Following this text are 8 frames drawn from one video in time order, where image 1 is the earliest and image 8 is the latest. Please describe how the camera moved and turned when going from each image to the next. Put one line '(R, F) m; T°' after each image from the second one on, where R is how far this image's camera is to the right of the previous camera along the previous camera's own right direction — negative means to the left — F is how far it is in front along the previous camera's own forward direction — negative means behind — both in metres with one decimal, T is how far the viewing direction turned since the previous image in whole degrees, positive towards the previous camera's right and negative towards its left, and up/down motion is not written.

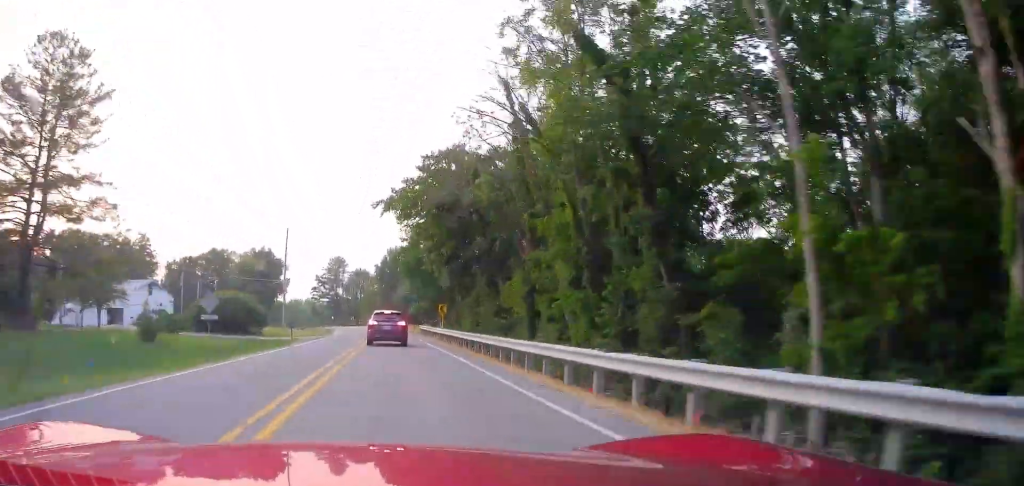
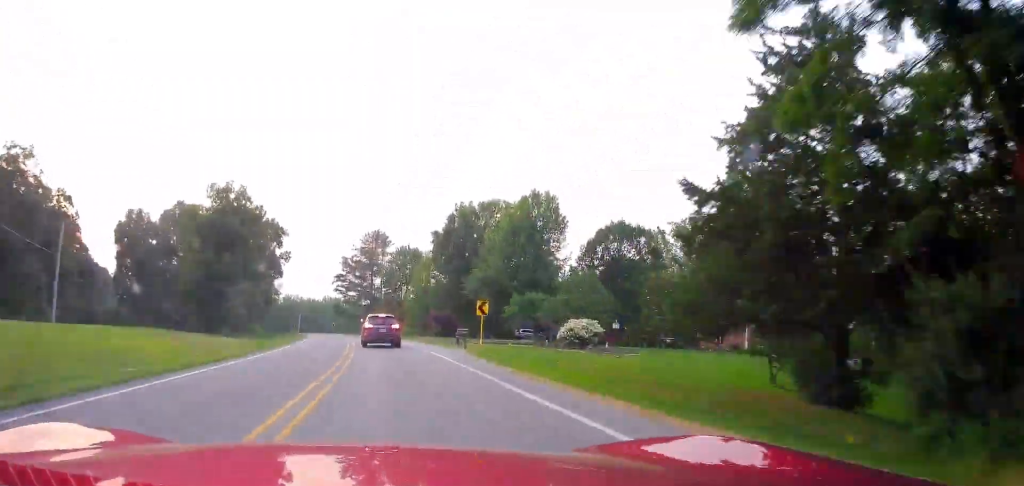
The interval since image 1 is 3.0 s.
(-1.1, +67.7) m; -4°
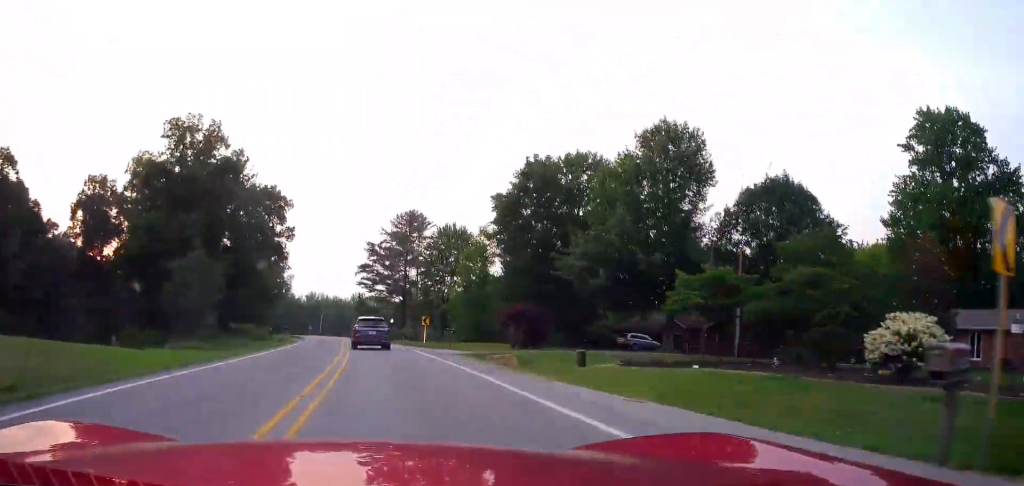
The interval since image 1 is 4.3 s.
(-0.8, +27.9) m; -4°
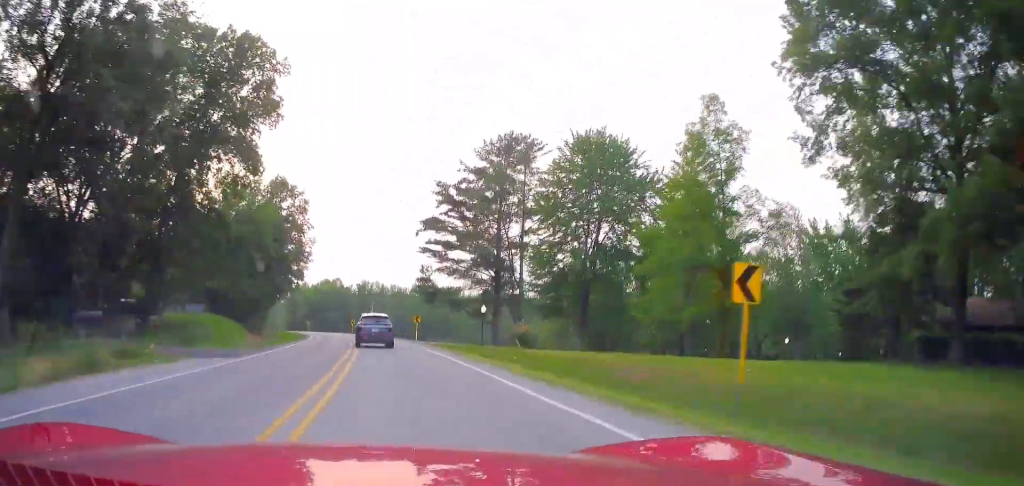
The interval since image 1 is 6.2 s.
(-2.5, +42.4) m; -7°
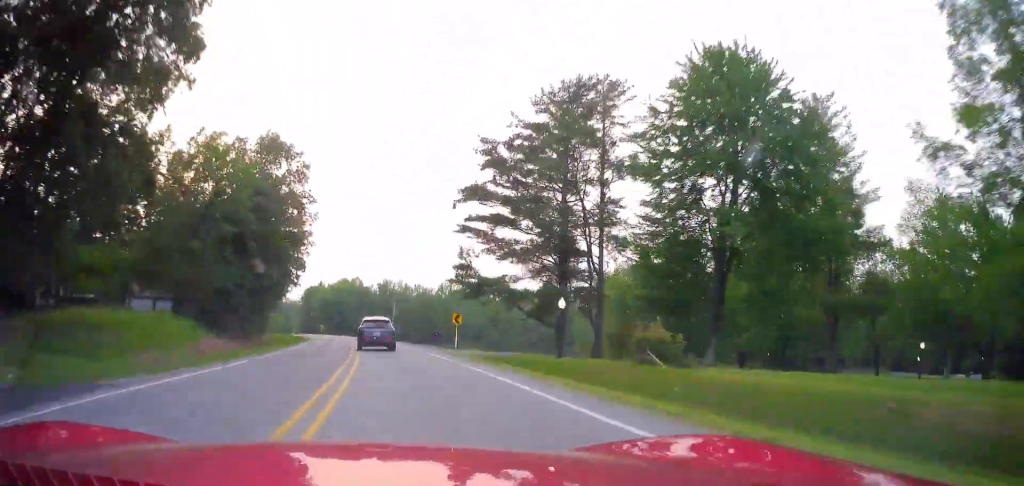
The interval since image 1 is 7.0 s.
(-0.7, +17.7) m; -3°
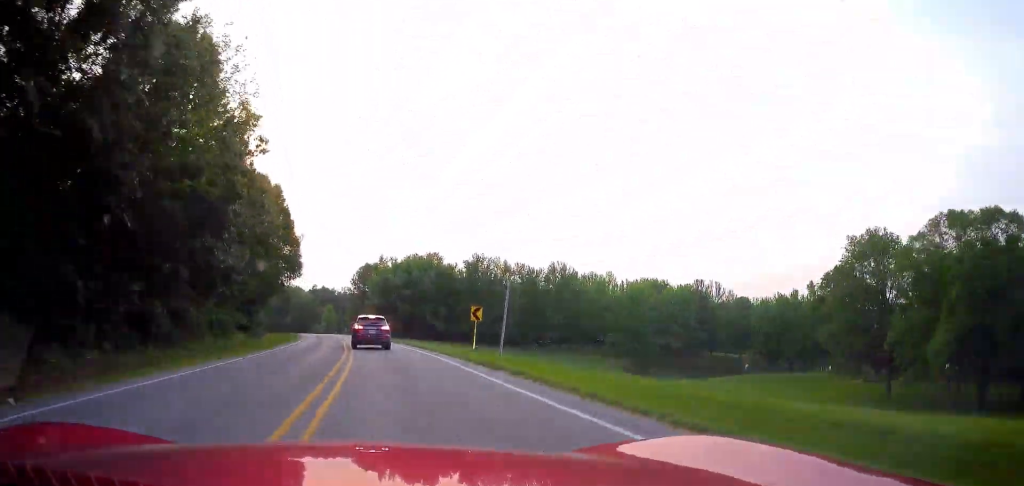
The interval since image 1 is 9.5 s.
(-2.7, +56.7) m; -7°
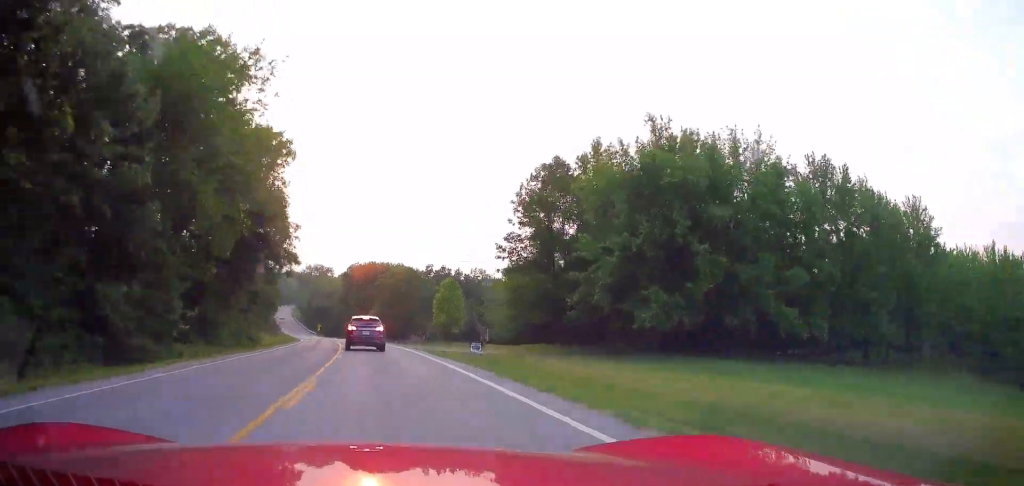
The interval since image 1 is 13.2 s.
(-9.8, +83.7) m; -14°
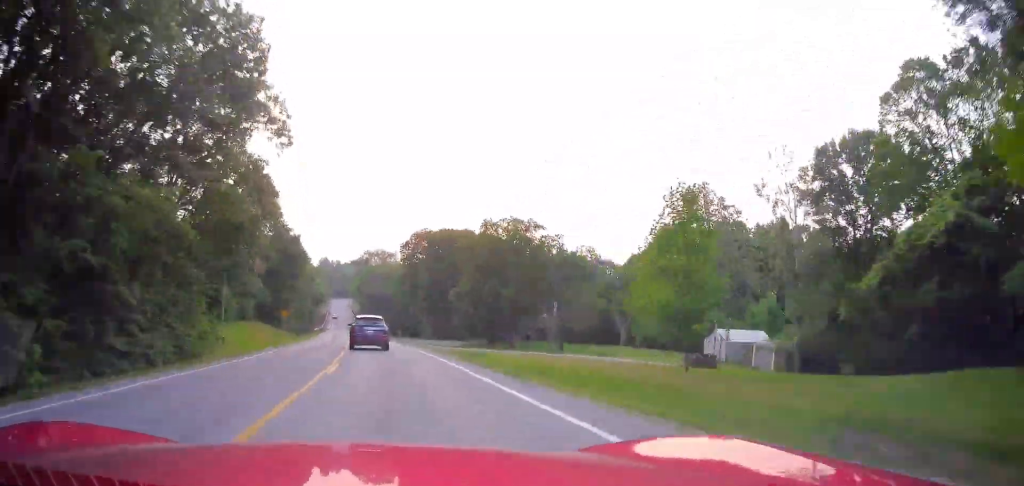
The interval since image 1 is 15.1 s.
(-2.8, +43.5) m; -6°
